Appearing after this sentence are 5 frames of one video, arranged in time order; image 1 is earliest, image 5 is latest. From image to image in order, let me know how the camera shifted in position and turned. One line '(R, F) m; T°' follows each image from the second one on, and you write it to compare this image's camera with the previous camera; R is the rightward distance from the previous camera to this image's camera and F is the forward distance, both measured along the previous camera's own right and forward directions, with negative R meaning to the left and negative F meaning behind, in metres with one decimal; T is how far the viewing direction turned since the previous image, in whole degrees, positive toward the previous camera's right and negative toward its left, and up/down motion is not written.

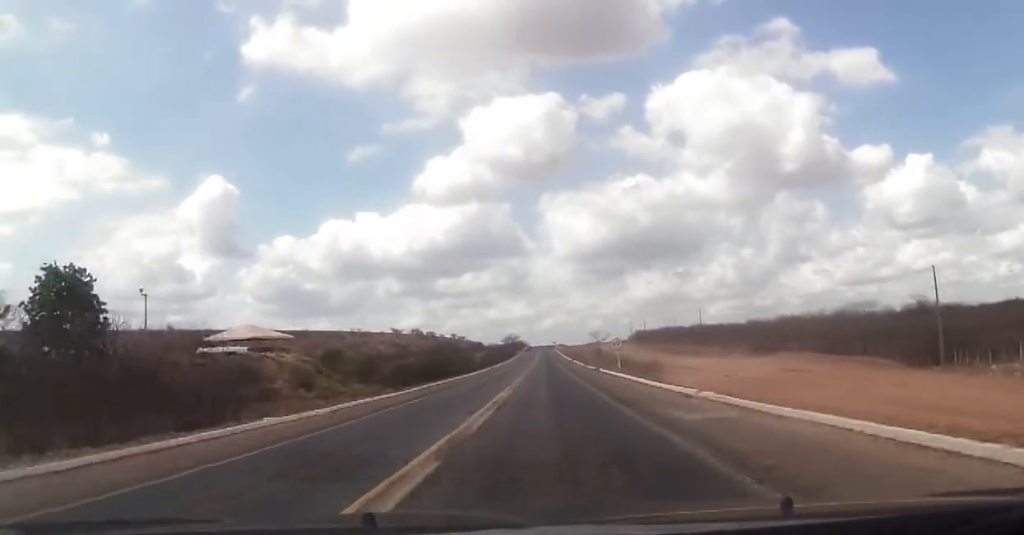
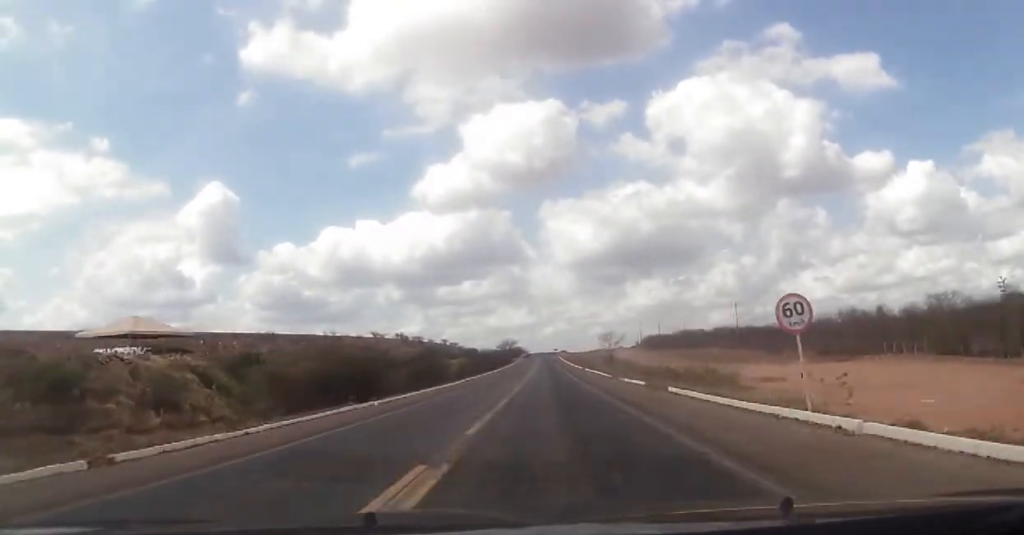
(+0.1, +32.0) m; +1°
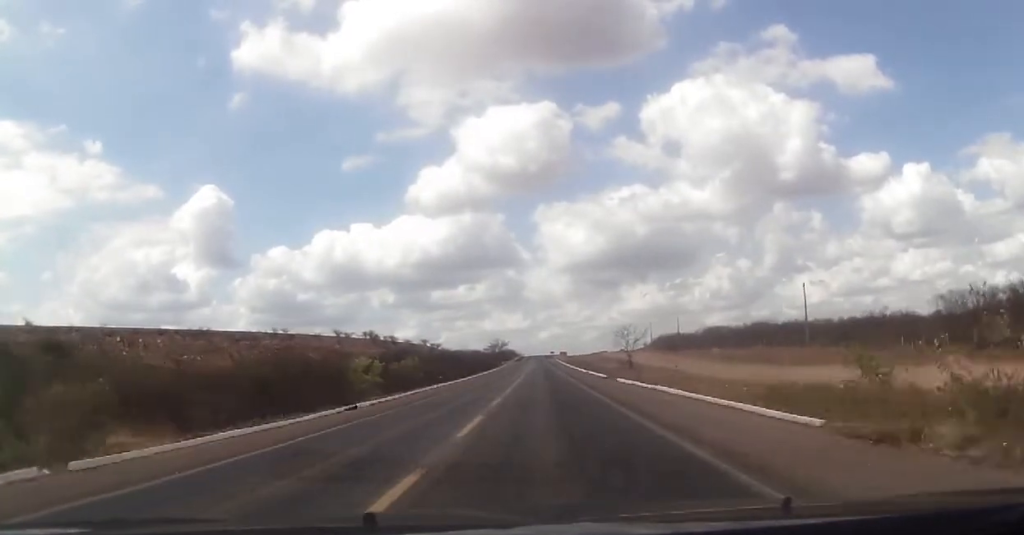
(-0.9, +40.2) m; -2°
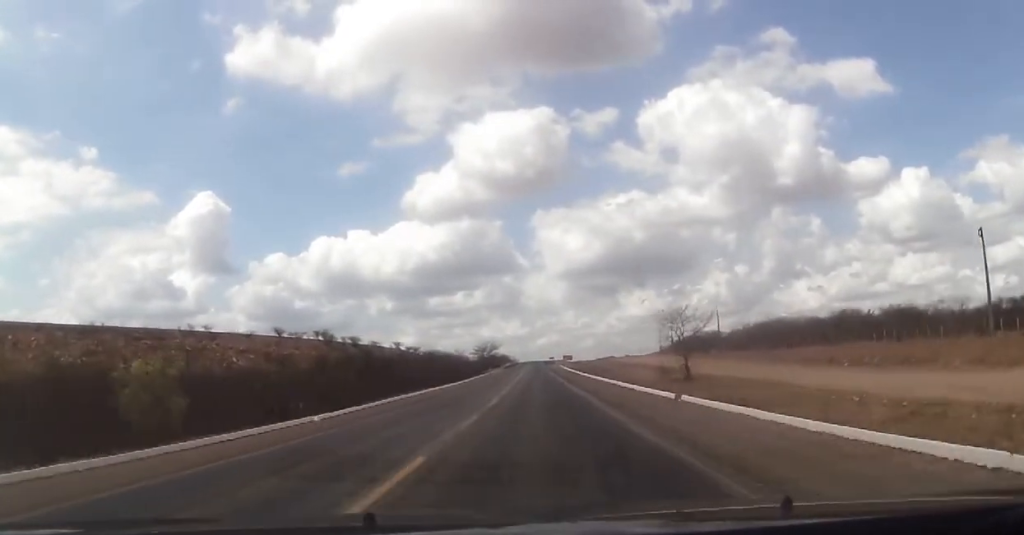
(+1.1, +46.1) m; +2°
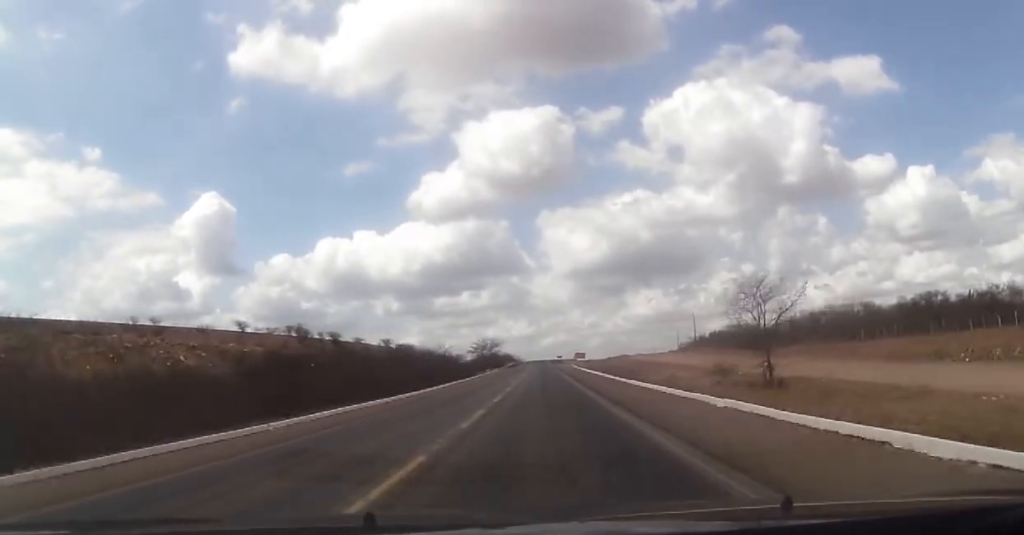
(-0.3, +24.1) m; -1°
